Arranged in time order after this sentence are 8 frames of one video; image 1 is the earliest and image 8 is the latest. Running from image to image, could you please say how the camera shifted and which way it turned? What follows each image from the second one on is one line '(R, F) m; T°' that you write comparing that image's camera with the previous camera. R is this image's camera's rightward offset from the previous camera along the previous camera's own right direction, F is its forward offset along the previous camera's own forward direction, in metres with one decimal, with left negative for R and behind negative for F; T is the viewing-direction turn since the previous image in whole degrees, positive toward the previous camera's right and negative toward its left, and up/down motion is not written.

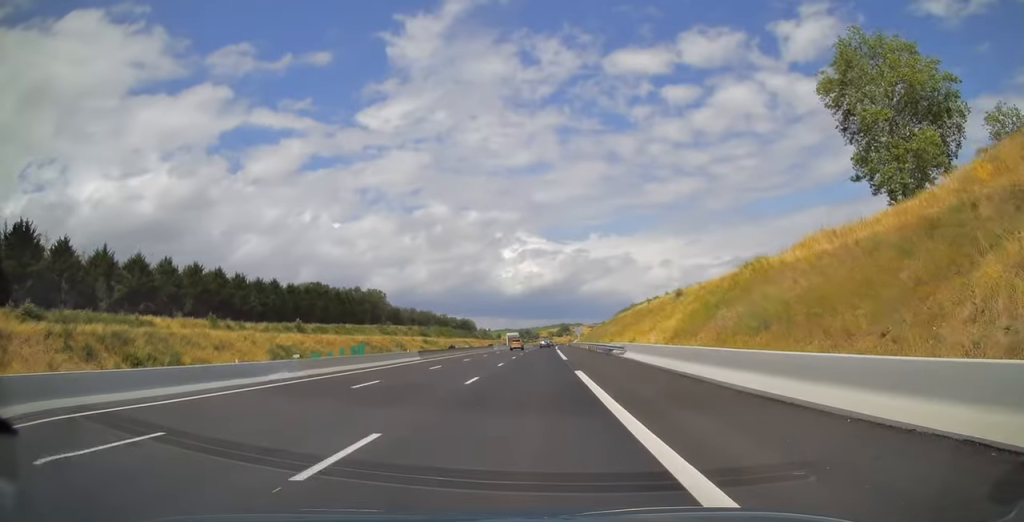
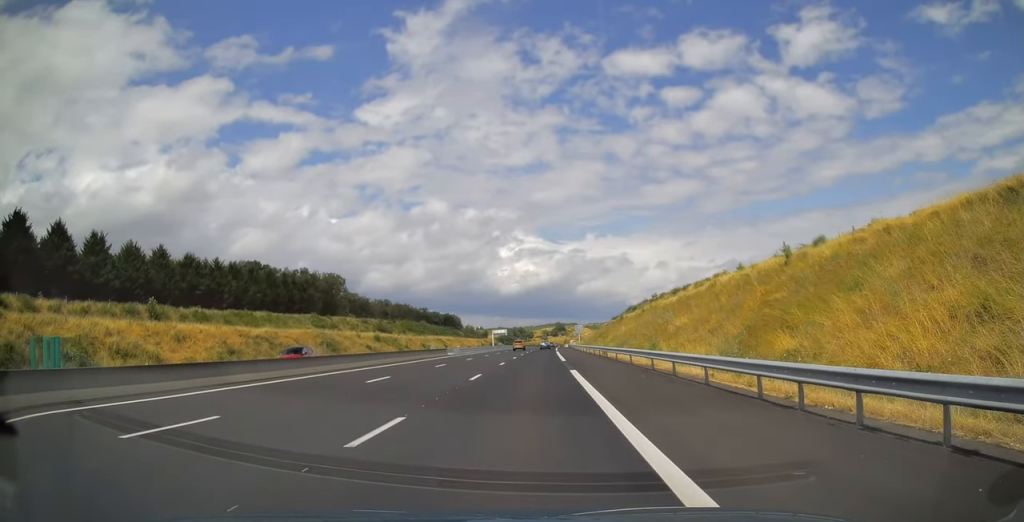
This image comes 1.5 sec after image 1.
(+0.3, +50.3) m; 0°
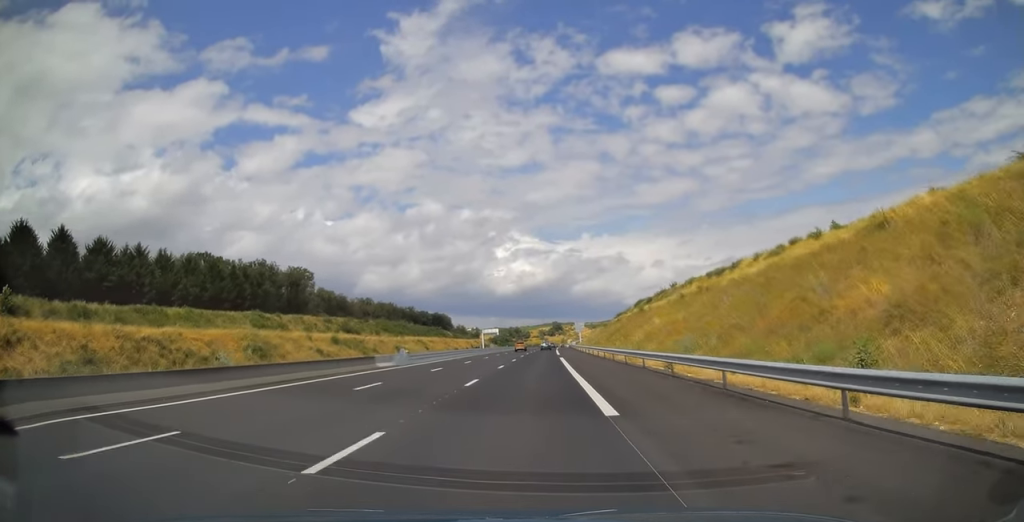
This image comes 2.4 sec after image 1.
(+0.1, +27.6) m; 0°
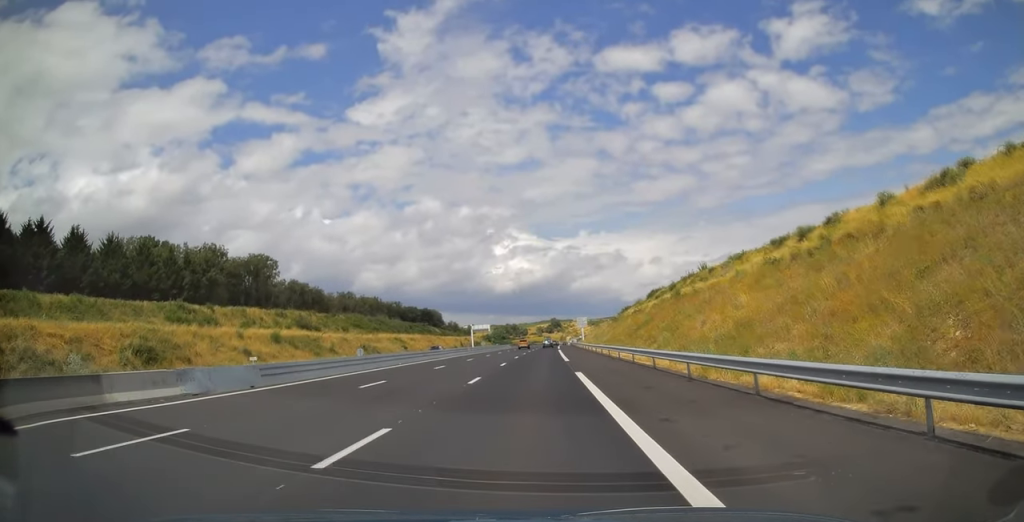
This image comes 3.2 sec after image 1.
(-0.1, +26.1) m; 0°
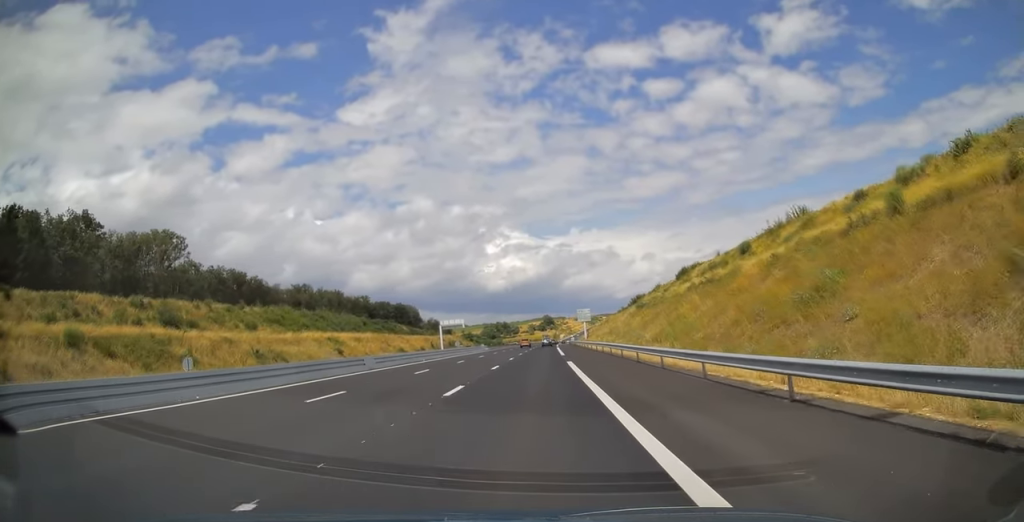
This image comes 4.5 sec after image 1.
(+0.3, +43.9) m; +1°
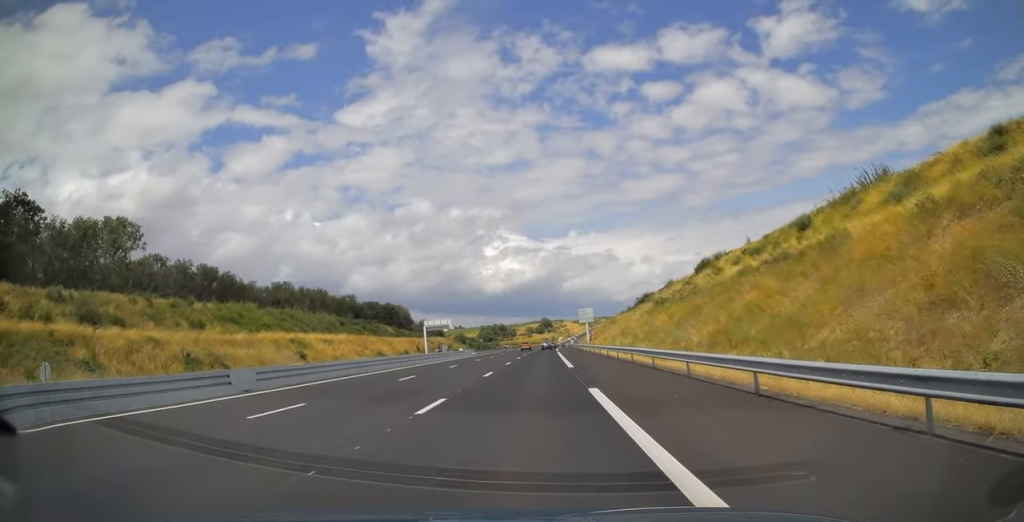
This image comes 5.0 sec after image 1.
(+0.1, +16.2) m; 0°
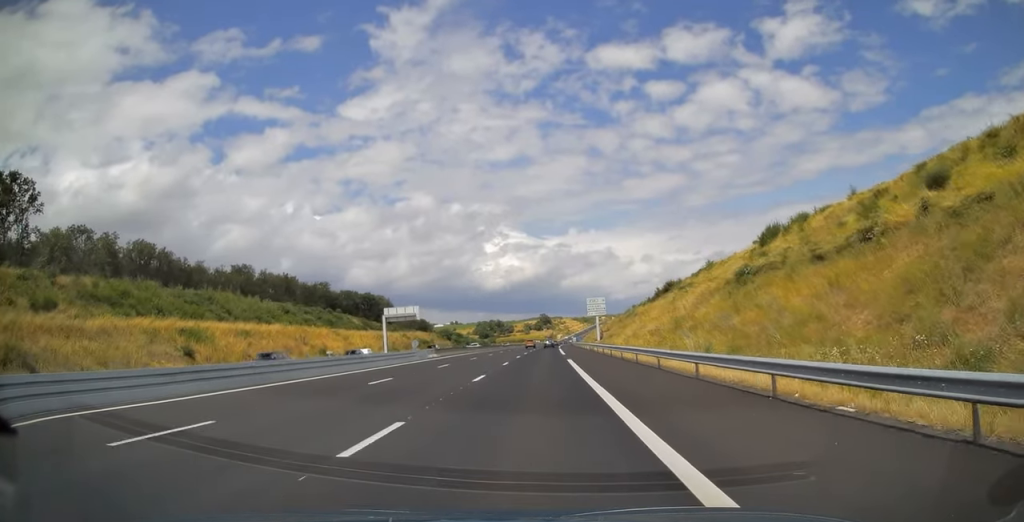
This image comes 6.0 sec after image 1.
(+0.2, +30.8) m; 0°
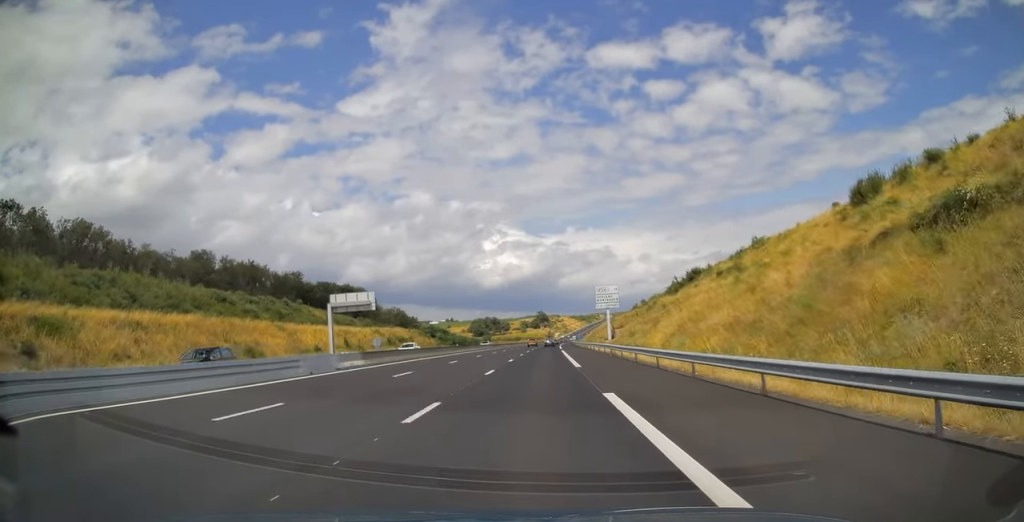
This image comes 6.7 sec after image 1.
(0.0, +23.3) m; 0°
